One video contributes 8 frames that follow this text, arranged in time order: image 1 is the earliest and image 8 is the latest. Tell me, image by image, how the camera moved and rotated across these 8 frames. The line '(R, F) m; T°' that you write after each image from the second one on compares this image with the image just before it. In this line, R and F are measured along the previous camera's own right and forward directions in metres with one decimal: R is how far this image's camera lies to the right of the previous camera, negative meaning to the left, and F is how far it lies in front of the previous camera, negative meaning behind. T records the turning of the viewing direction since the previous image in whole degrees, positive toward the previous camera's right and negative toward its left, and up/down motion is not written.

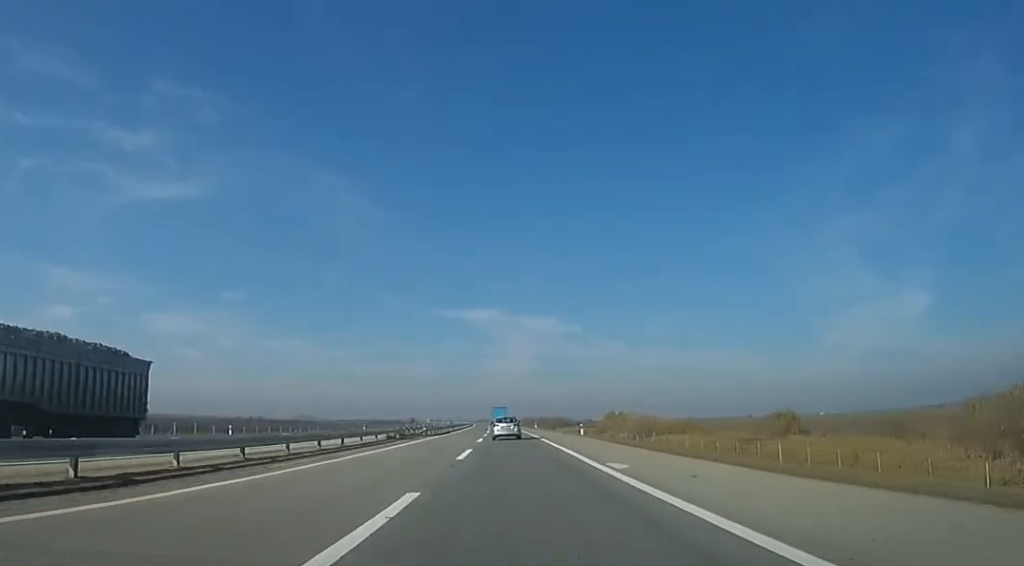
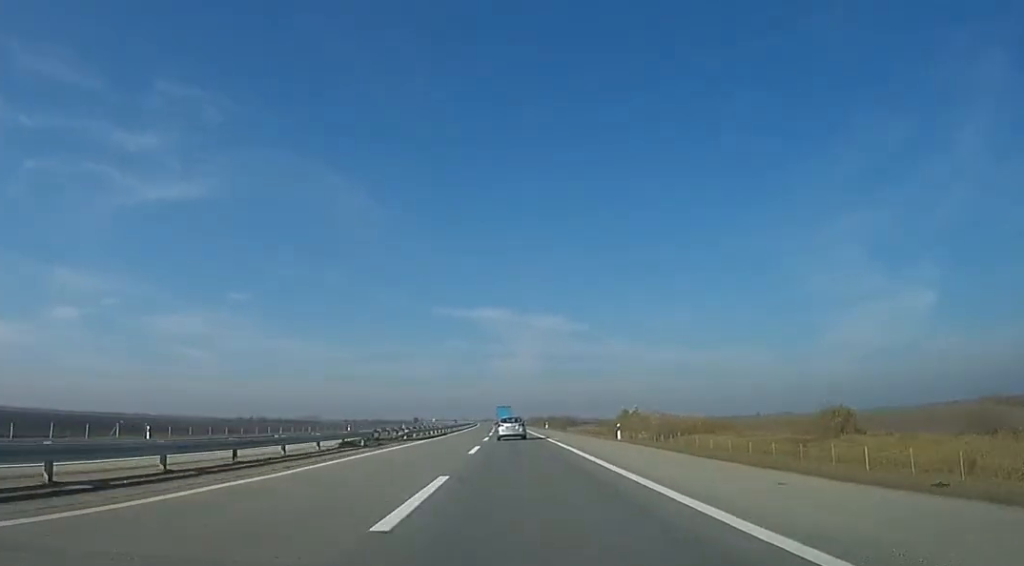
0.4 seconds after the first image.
(0.0, +13.0) m; 0°
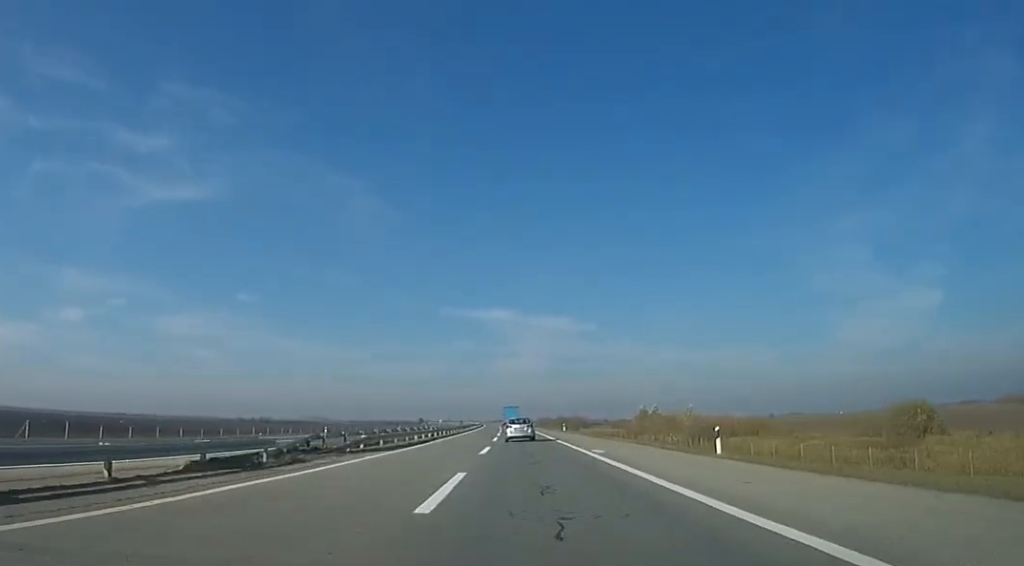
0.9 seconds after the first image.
(0.0, +14.7) m; 0°
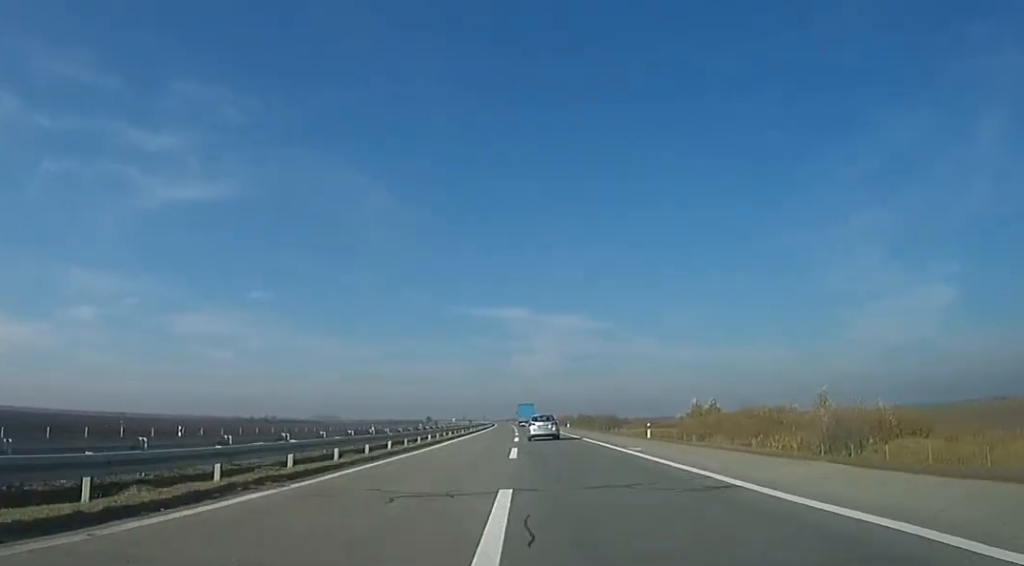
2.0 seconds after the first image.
(0.0, +35.8) m; 0°
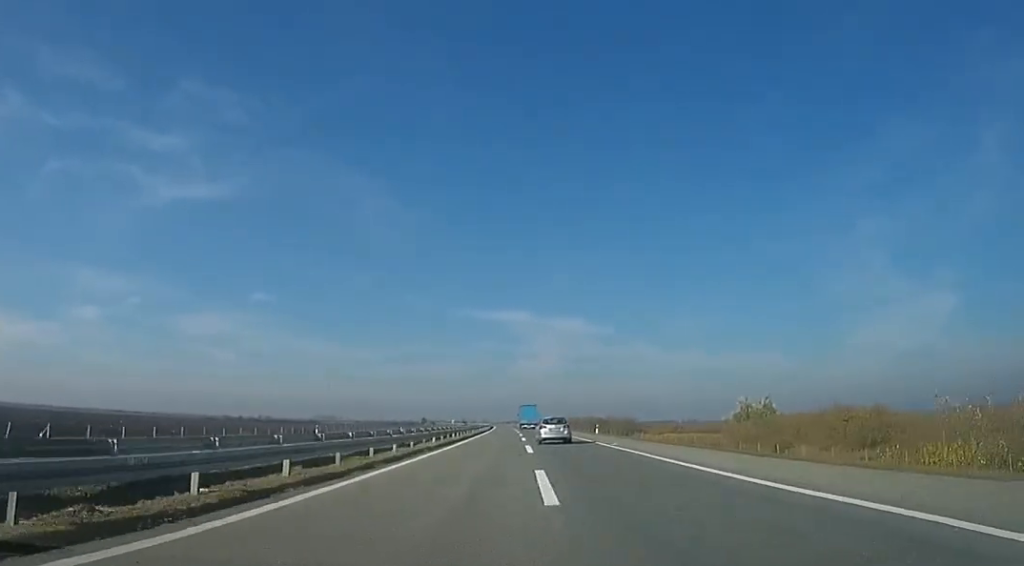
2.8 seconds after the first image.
(0.0, +26.0) m; 0°
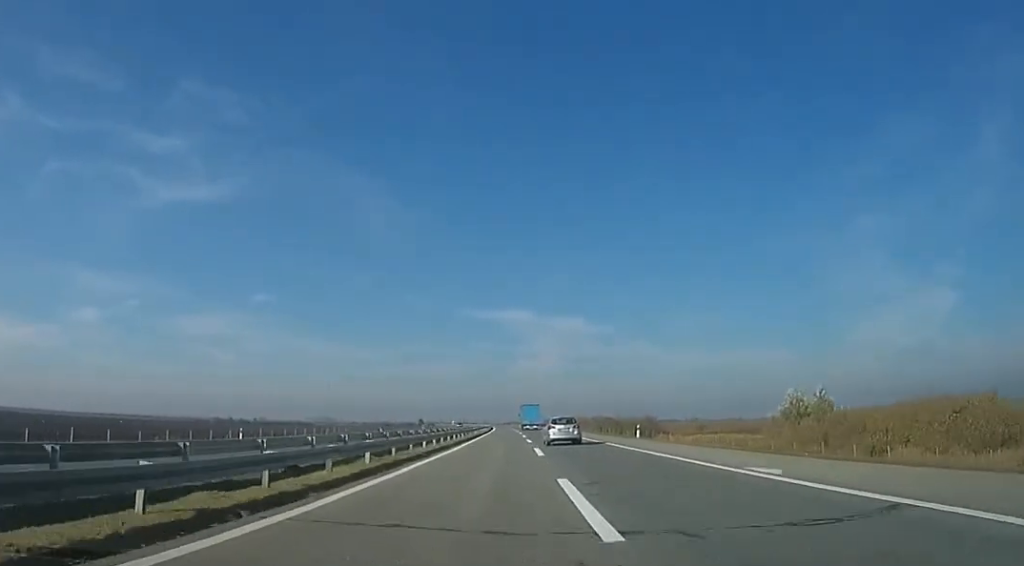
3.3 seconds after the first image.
(0.0, +18.0) m; 0°
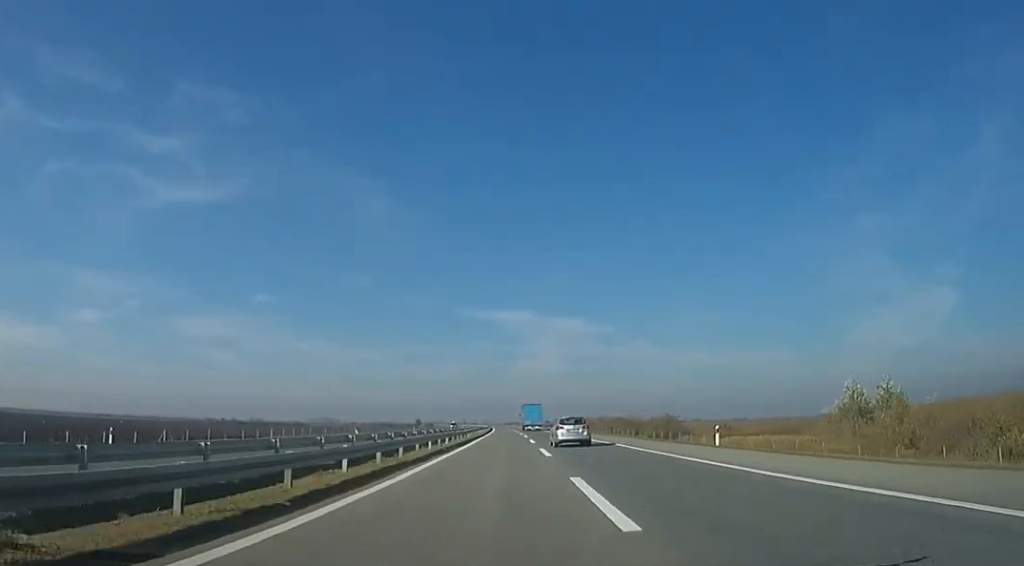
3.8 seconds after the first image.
(0.0, +15.3) m; 0°
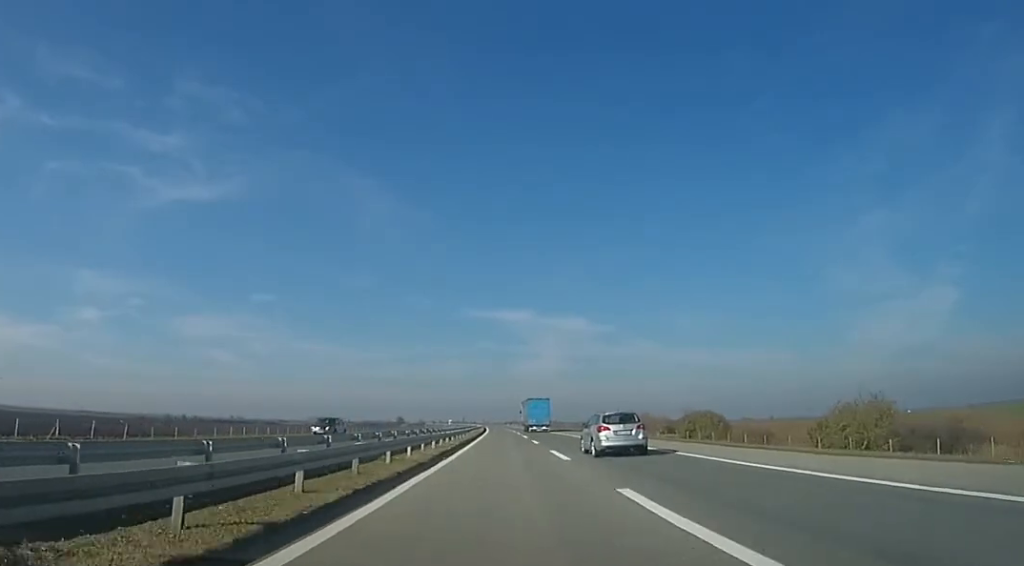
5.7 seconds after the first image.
(0.0, +64.0) m; -1°
